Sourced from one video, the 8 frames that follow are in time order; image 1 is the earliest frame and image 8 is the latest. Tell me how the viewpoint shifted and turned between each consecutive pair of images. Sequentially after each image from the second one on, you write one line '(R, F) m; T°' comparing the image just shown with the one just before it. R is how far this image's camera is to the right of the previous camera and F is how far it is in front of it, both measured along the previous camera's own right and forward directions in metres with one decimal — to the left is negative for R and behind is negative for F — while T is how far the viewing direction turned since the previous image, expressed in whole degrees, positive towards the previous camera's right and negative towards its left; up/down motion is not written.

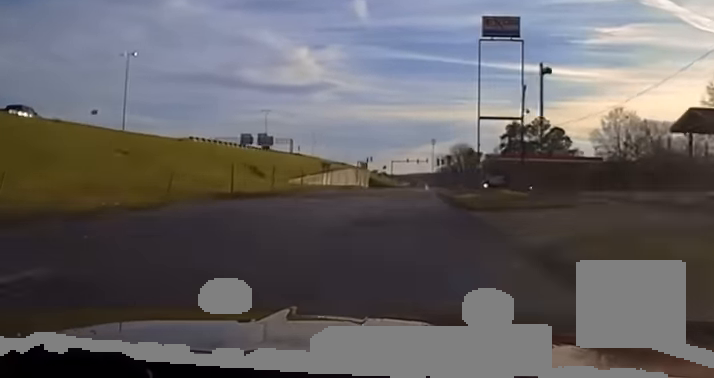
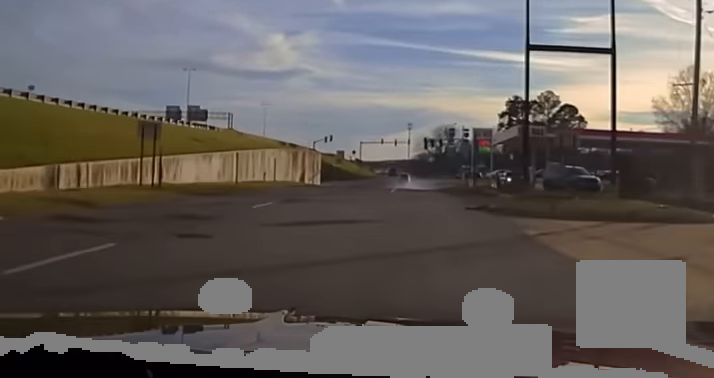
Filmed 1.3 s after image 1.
(+0.2, +48.6) m; +1°
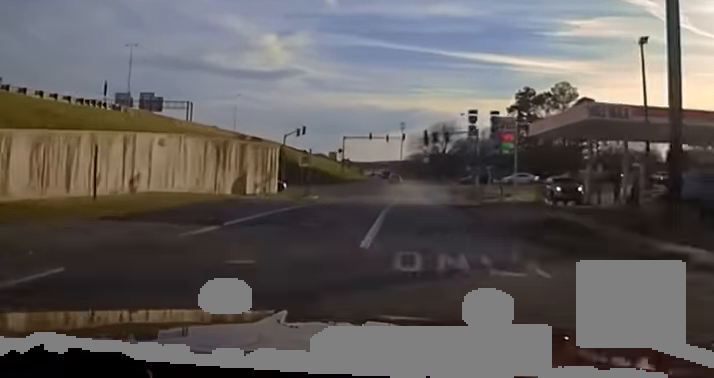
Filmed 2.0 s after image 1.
(+0.2, +24.6) m; +1°
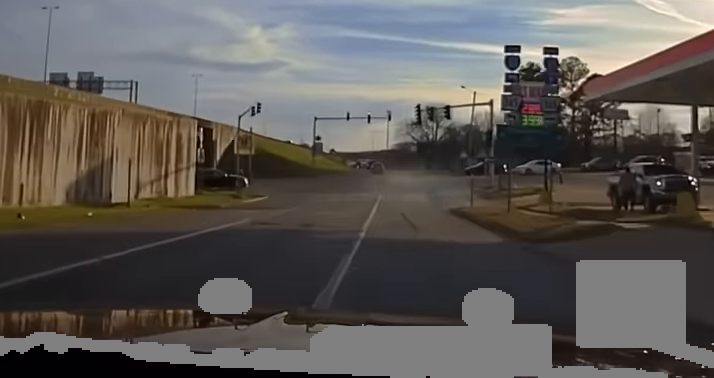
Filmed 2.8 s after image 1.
(+0.3, +20.0) m; +1°
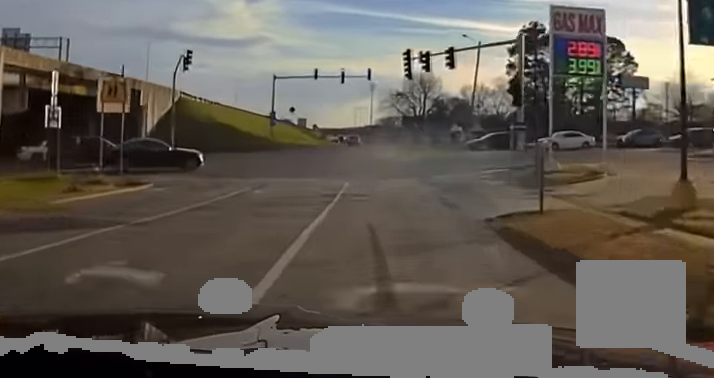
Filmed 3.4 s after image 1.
(+0.2, +14.5) m; -1°
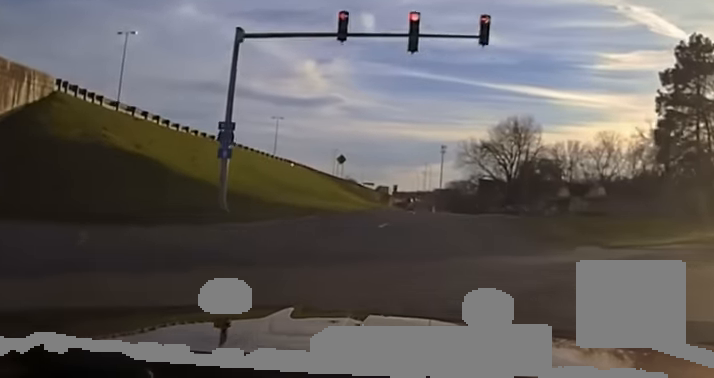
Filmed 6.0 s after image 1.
(-1.2, +37.8) m; -2°
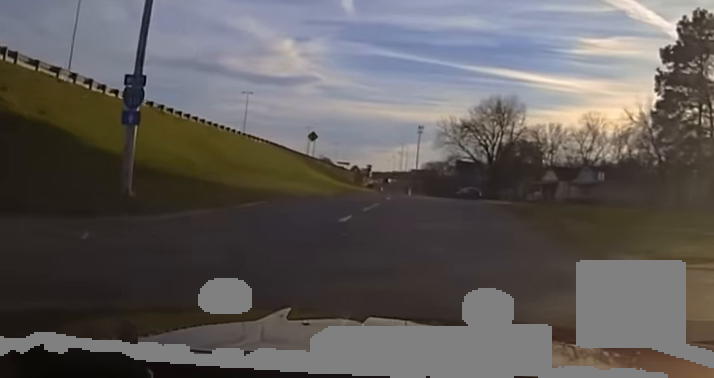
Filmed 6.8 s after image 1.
(0.0, +10.2) m; +1°
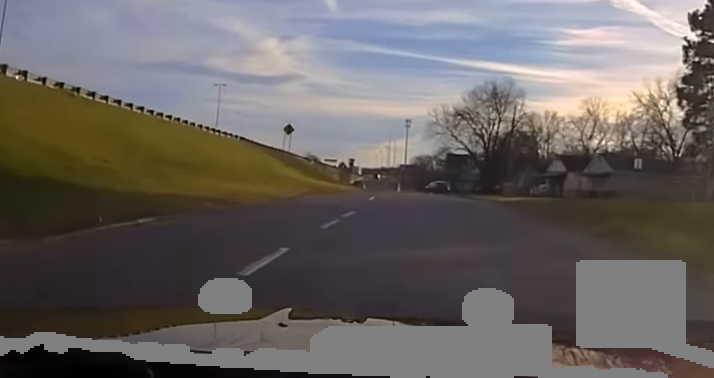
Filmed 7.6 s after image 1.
(+0.1, +14.5) m; +1°
